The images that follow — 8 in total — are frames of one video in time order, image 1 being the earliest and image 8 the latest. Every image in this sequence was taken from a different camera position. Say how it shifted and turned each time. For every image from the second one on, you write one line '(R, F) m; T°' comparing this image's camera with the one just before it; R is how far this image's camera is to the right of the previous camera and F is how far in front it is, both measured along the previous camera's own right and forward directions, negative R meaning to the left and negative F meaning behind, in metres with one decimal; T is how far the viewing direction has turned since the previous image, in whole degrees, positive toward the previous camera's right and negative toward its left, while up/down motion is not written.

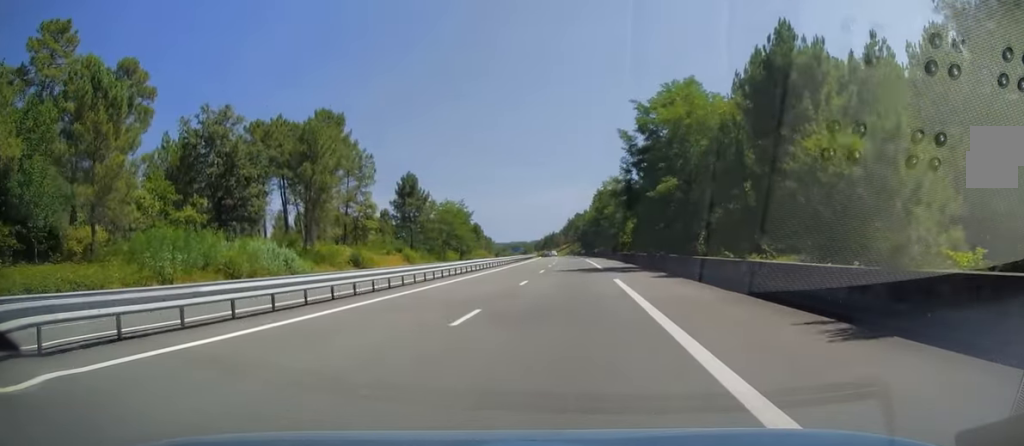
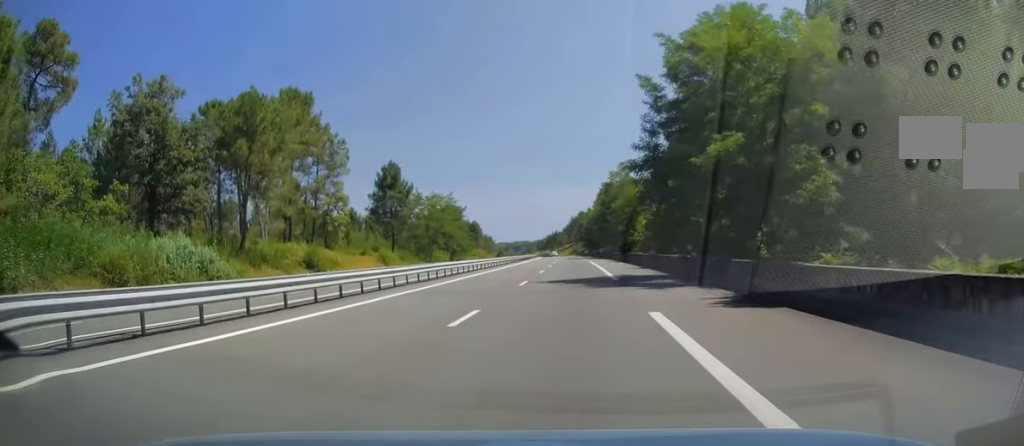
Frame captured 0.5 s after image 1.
(-0.1, +13.4) m; -1°
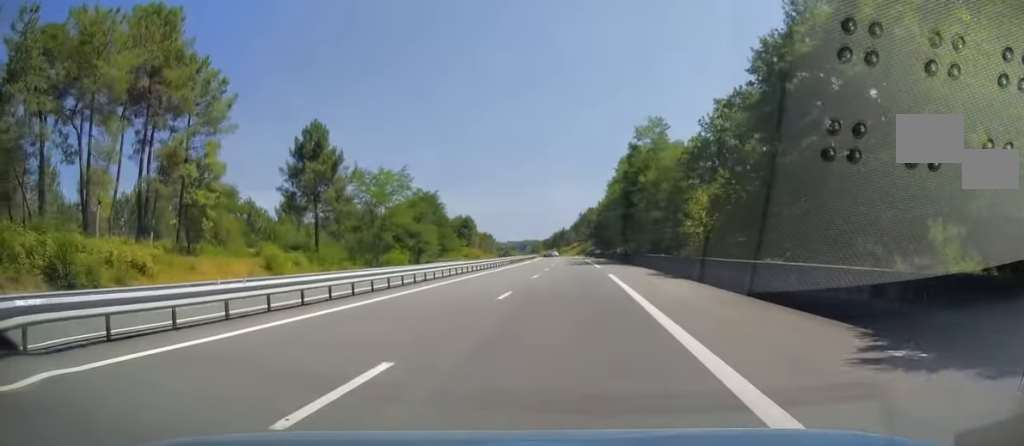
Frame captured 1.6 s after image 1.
(-0.5, +33.1) m; -1°
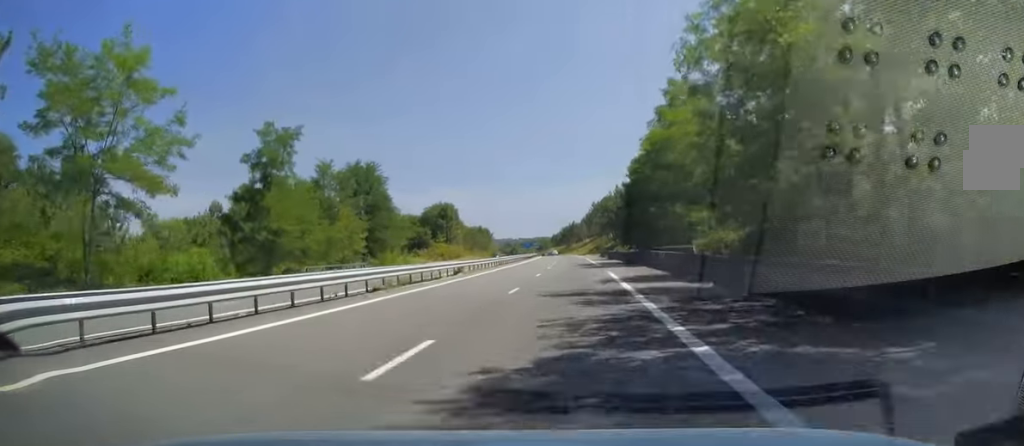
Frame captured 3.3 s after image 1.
(-0.1, +50.7) m; -1°
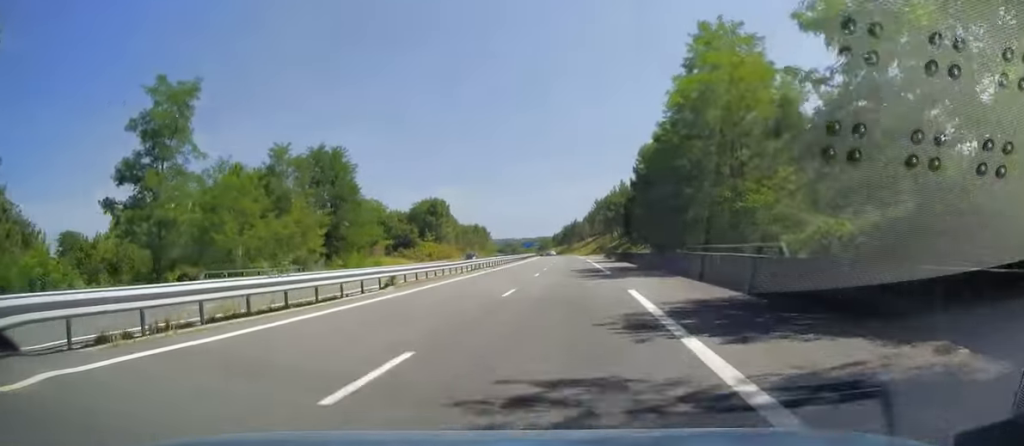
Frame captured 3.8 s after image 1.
(-0.1, +14.3) m; 0°
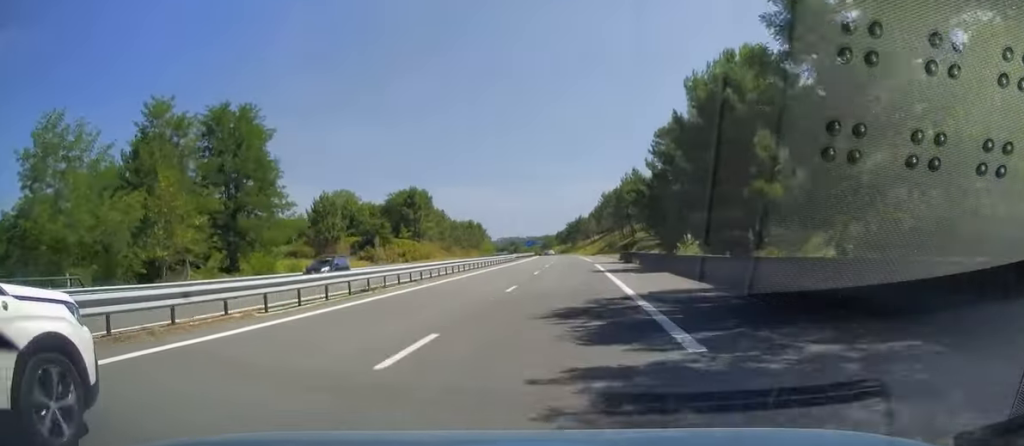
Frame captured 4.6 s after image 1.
(-0.1, +24.6) m; 0°
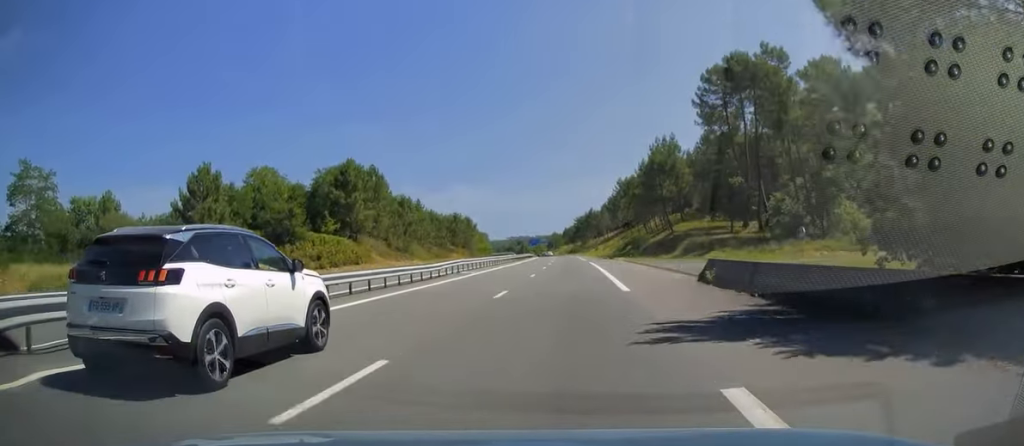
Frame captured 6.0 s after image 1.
(-0.3, +41.9) m; -1°
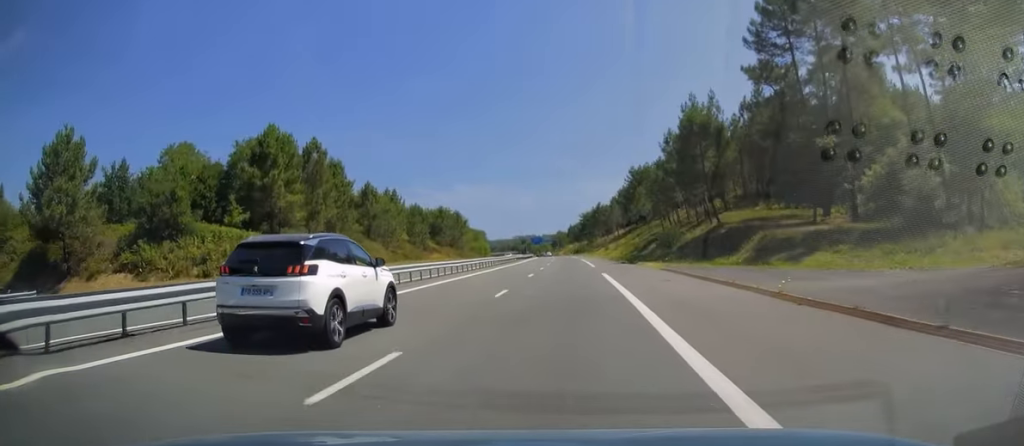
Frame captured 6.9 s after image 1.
(-0.2, +25.7) m; -1°
